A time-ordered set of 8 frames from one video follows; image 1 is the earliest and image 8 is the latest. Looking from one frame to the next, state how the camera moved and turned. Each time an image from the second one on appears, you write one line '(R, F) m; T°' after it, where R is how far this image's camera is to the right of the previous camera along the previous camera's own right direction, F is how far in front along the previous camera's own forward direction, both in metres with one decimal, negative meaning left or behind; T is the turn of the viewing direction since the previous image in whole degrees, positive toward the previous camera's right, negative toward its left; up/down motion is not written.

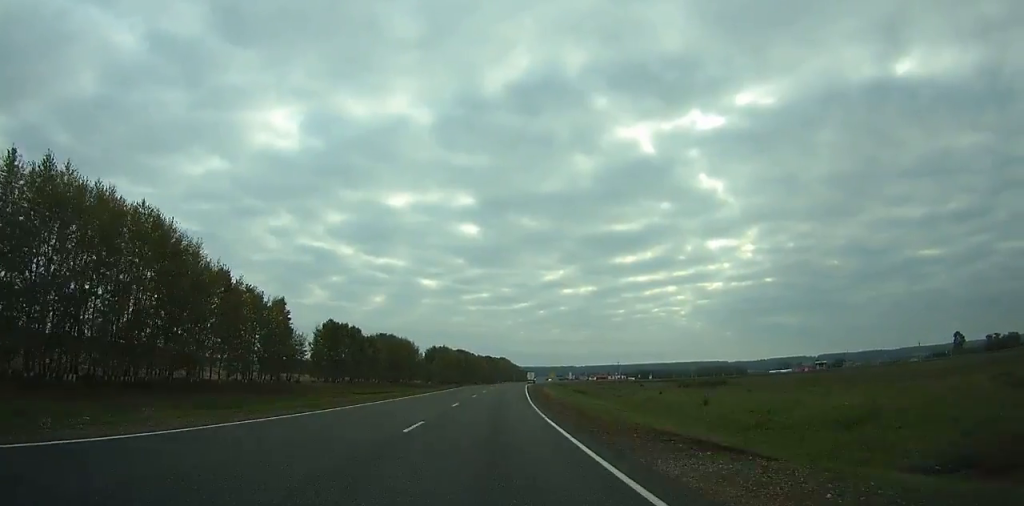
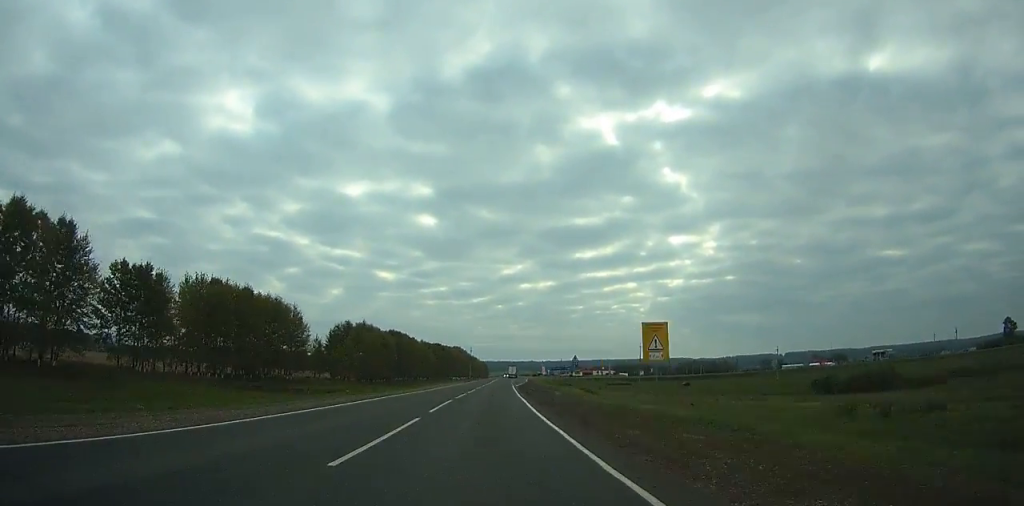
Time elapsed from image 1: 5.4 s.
(+3.9, +110.8) m; +4°
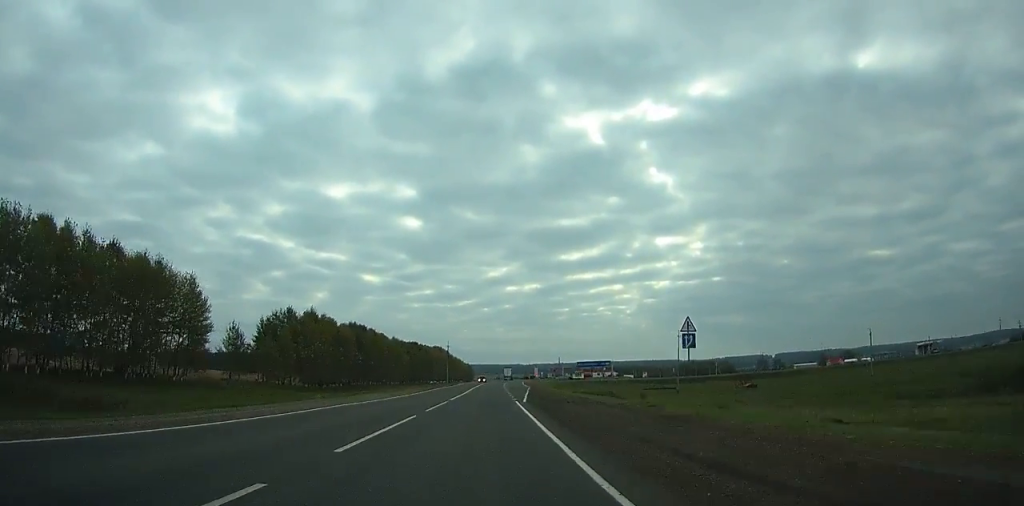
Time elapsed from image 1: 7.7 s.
(+0.4, +46.3) m; +1°
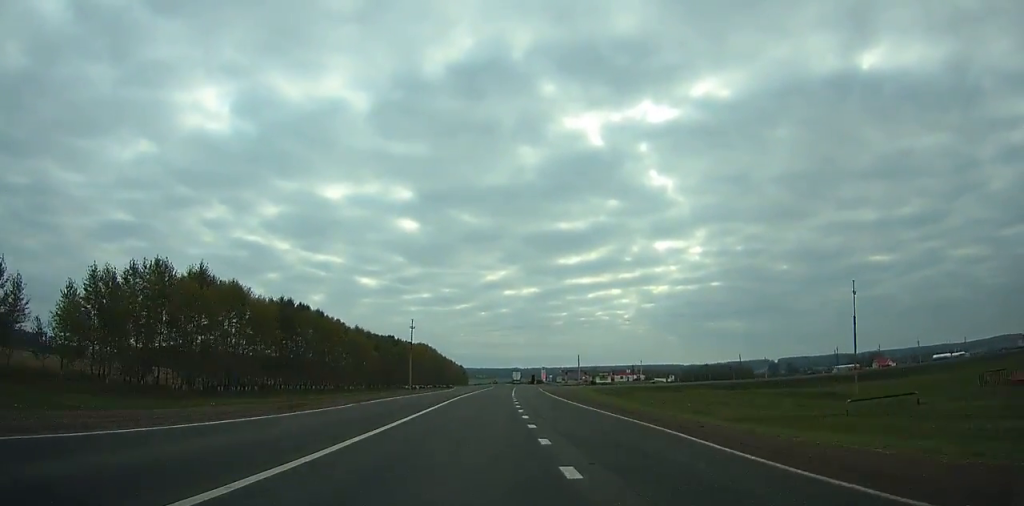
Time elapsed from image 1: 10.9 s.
(+1.0, +63.5) m; +1°
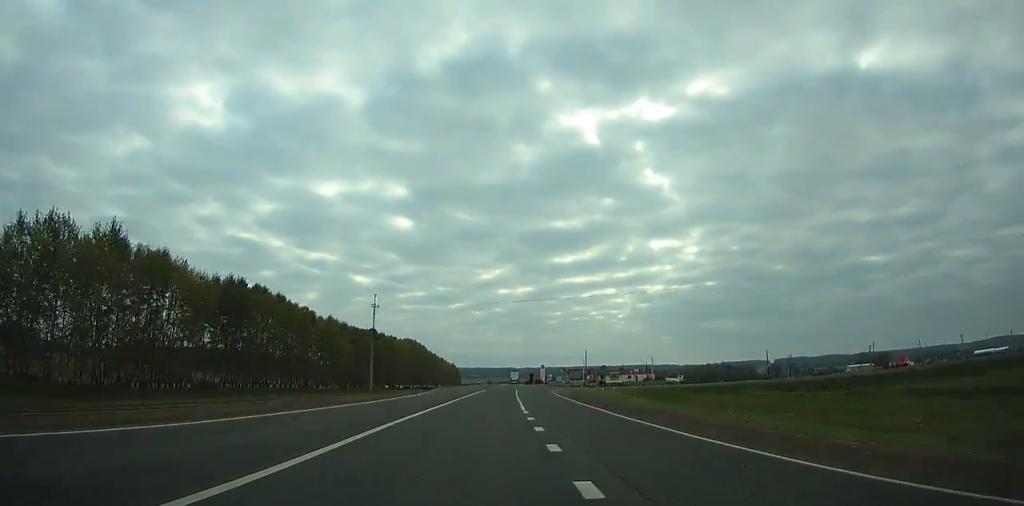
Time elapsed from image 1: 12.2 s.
(+0.2, +25.2) m; +1°
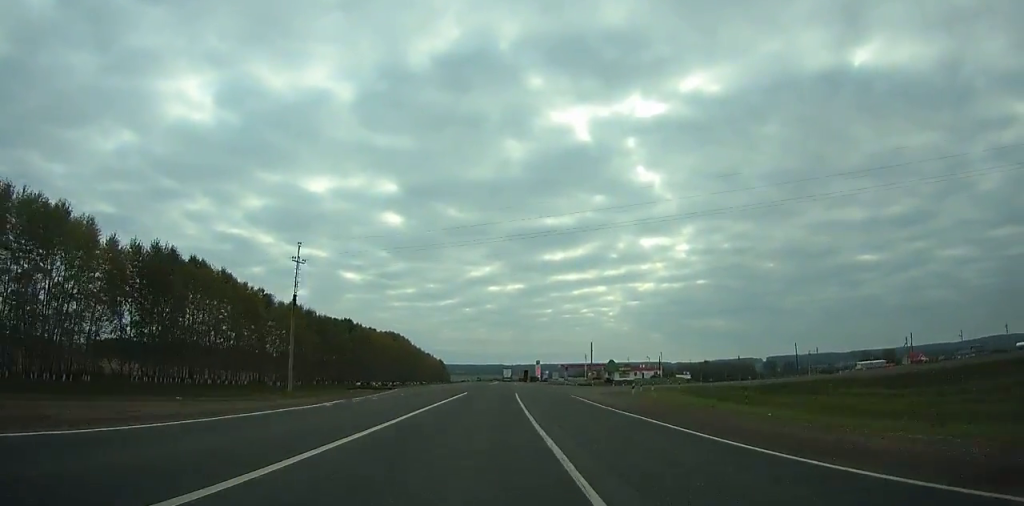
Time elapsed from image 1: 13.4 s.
(-0.1, +23.3) m; 0°
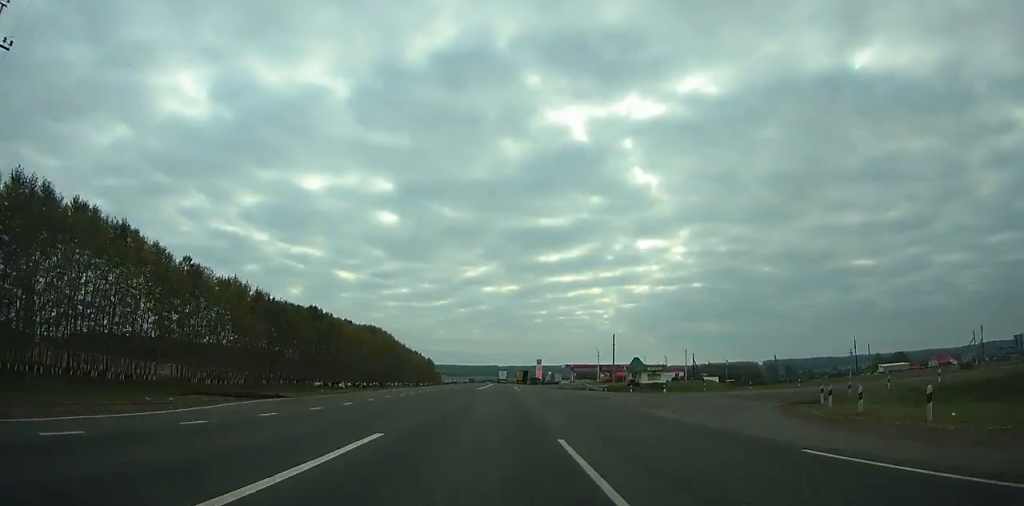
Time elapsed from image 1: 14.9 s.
(+0.3, +27.9) m; +1°
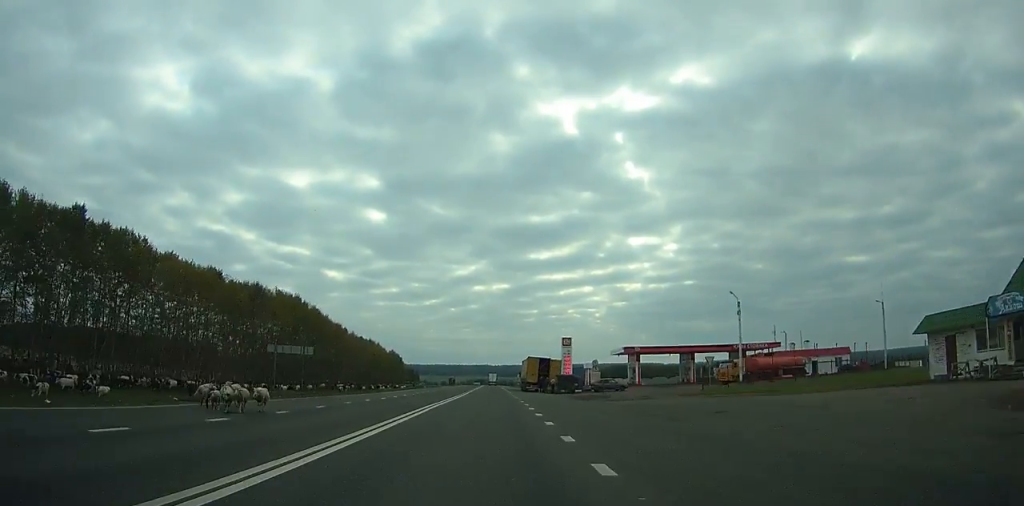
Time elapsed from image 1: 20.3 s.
(+1.7, +92.9) m; +1°
